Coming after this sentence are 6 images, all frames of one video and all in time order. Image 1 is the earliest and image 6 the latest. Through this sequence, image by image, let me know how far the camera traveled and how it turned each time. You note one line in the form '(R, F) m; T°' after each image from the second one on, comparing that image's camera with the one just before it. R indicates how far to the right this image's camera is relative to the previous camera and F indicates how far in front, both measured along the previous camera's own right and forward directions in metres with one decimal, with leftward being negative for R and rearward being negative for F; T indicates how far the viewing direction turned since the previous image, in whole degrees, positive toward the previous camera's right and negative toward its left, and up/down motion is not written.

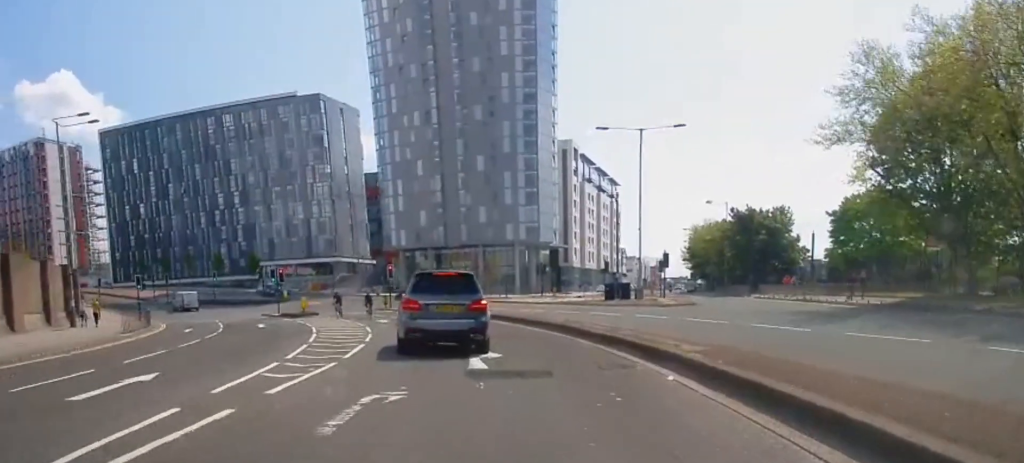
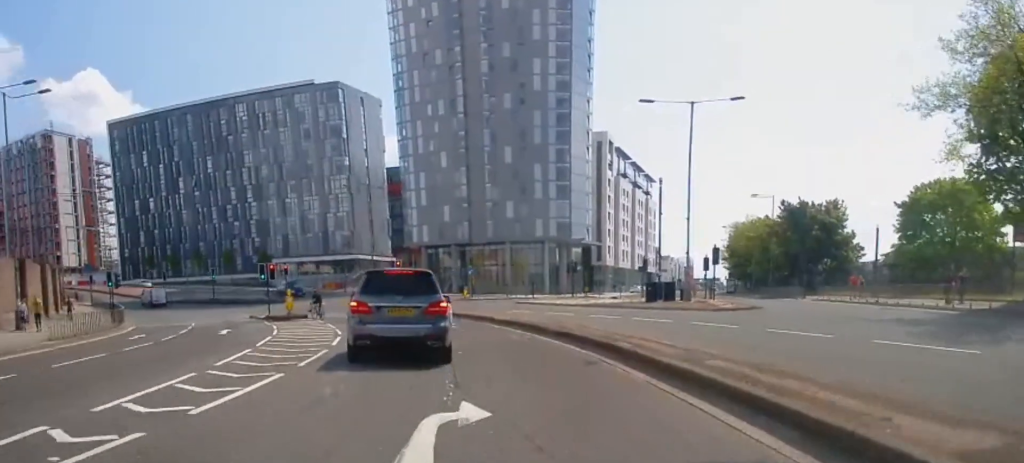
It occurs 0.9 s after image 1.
(-0.3, +8.2) m; -4°
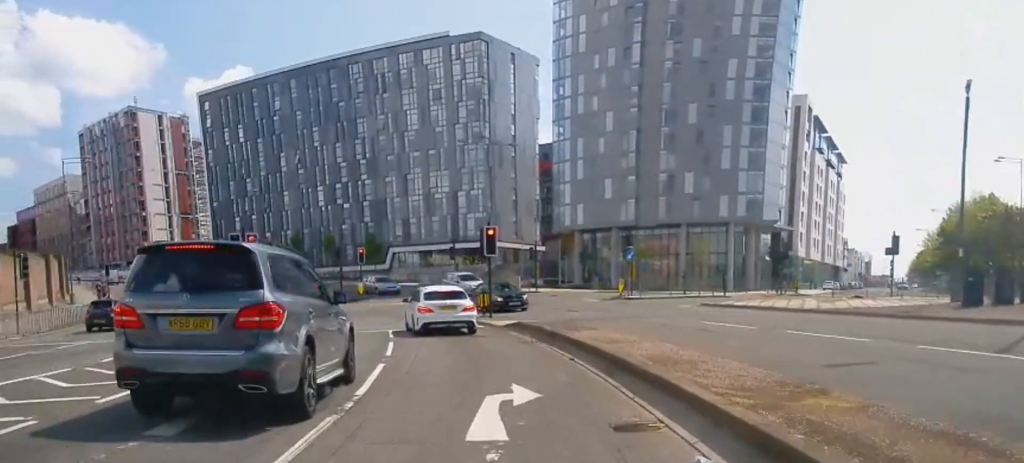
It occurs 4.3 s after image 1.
(-2.7, +25.9) m; -14°
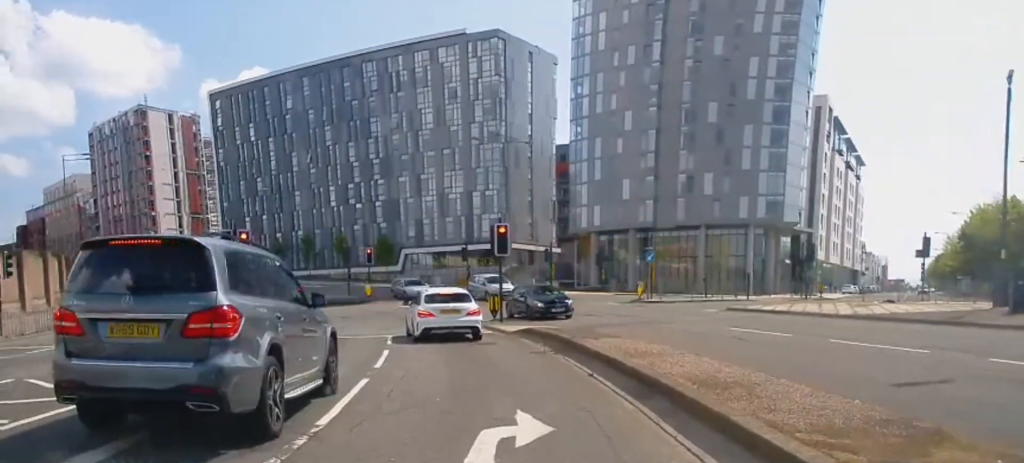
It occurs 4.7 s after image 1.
(-0.2, +2.2) m; -2°
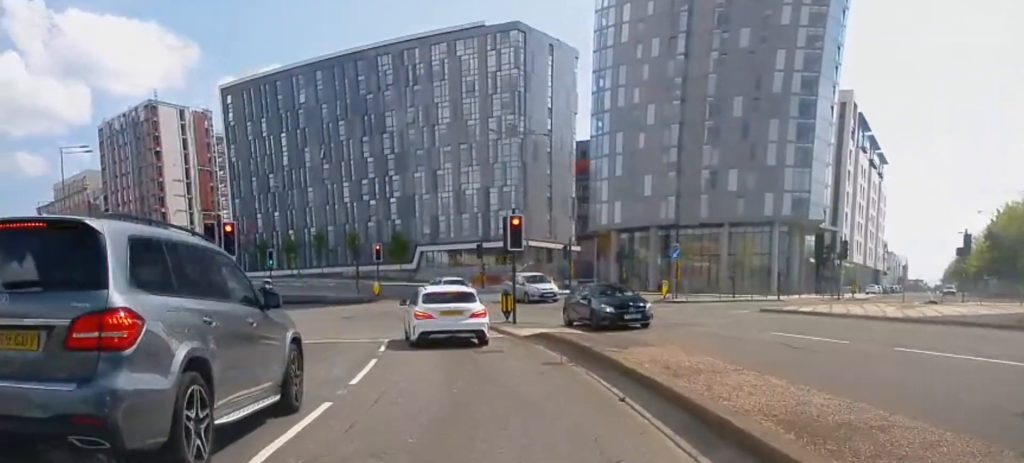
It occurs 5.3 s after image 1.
(-0.1, +3.0) m; -2°
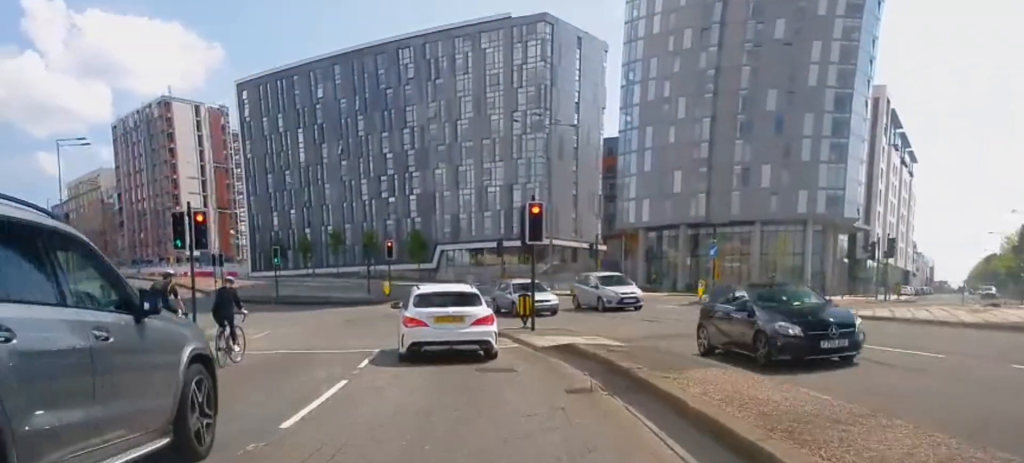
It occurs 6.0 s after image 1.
(0.0, +3.6) m; 0°
